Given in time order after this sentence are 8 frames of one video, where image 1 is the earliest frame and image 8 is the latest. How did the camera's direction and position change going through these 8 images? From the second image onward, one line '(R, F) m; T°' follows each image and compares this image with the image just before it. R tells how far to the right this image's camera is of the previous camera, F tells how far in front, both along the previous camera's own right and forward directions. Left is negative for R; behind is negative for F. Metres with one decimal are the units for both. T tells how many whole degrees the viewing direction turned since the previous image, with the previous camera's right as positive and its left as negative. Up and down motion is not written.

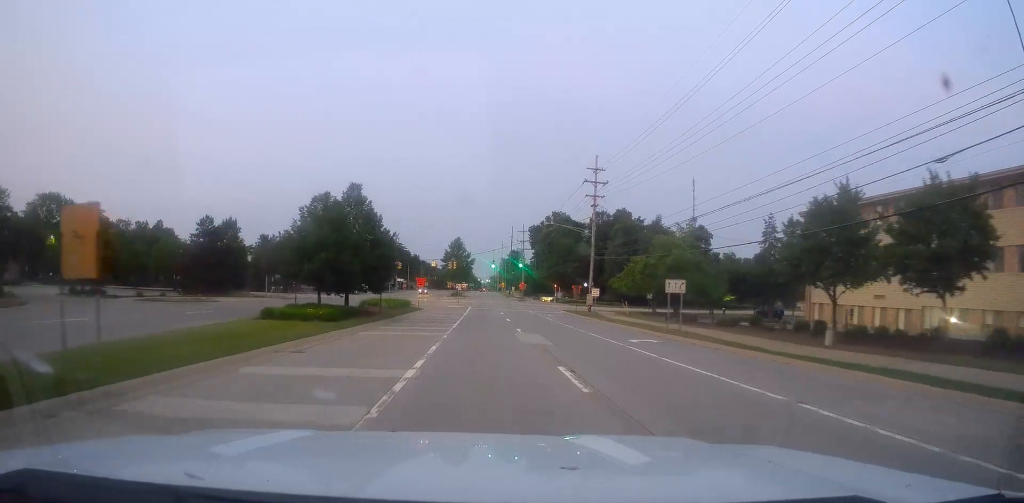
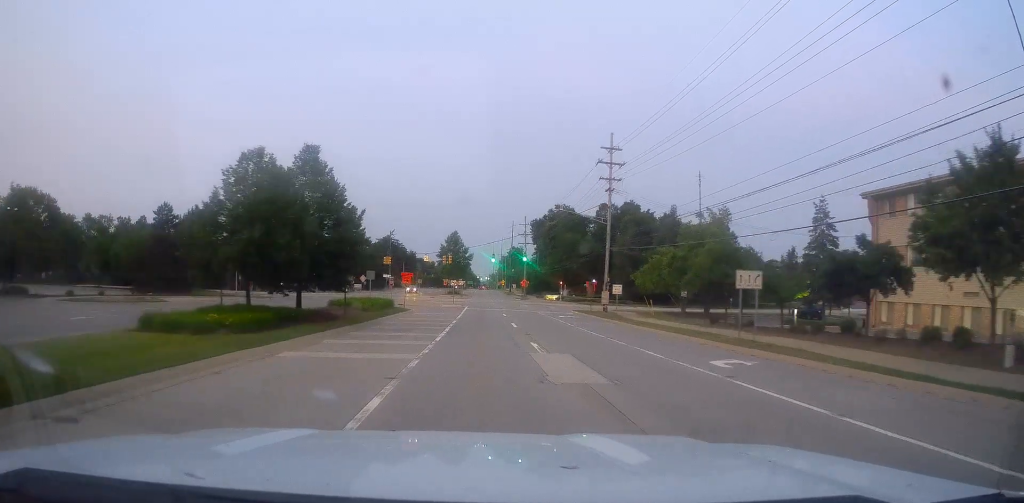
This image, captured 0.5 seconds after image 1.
(+0.2, +10.0) m; 0°
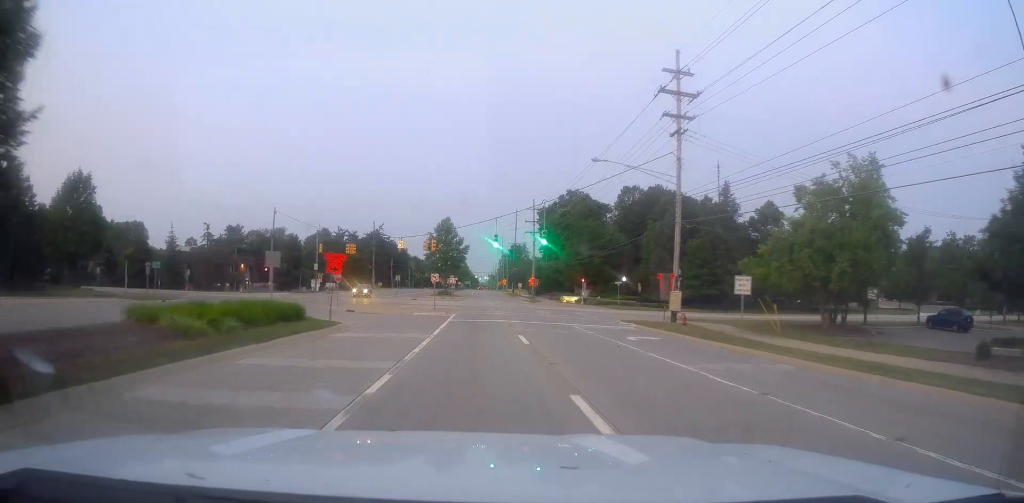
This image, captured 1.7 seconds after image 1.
(-0.2, +24.3) m; 0°
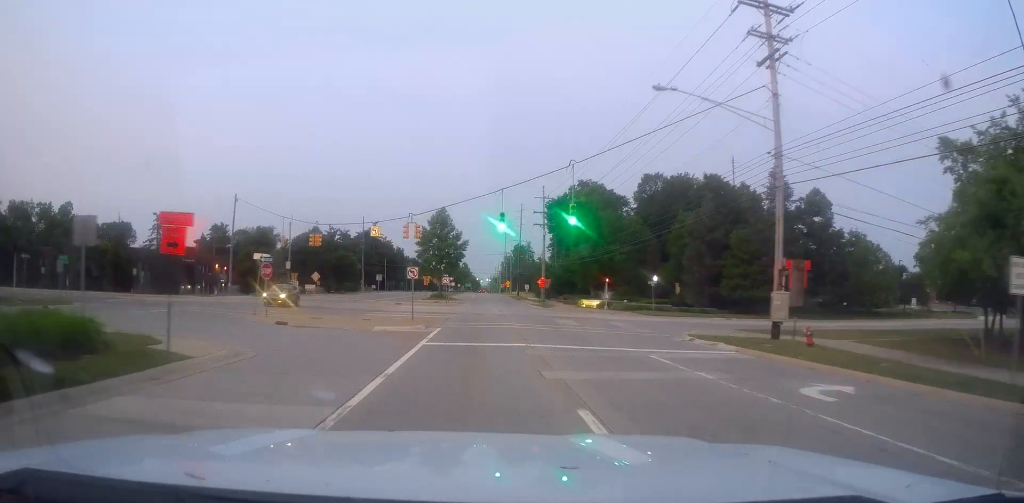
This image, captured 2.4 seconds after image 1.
(+0.3, +14.9) m; -1°
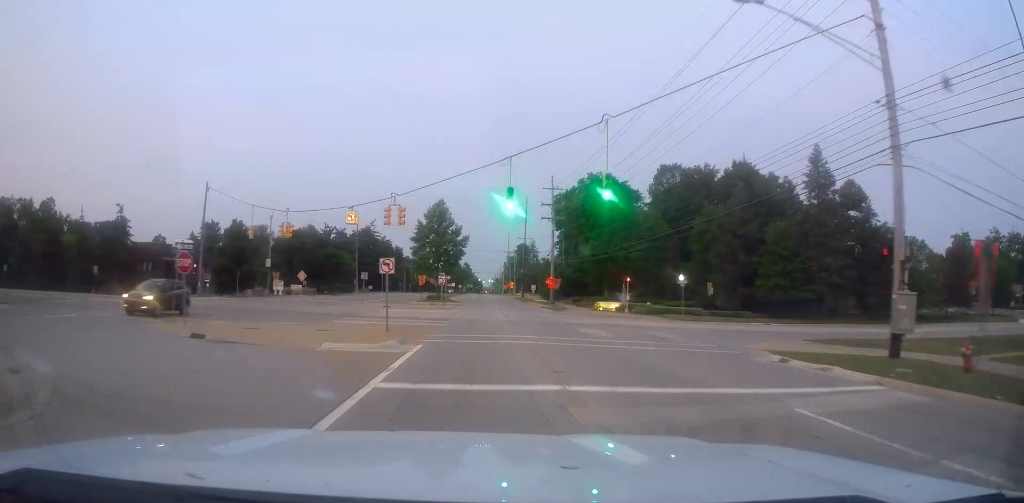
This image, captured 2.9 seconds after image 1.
(-0.3, +8.8) m; 0°
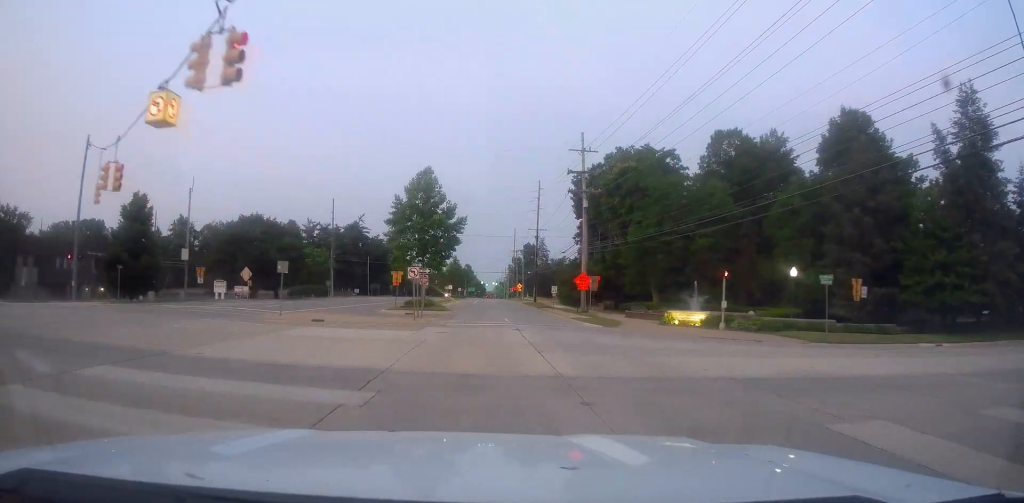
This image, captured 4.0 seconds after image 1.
(+0.1, +23.1) m; 0°
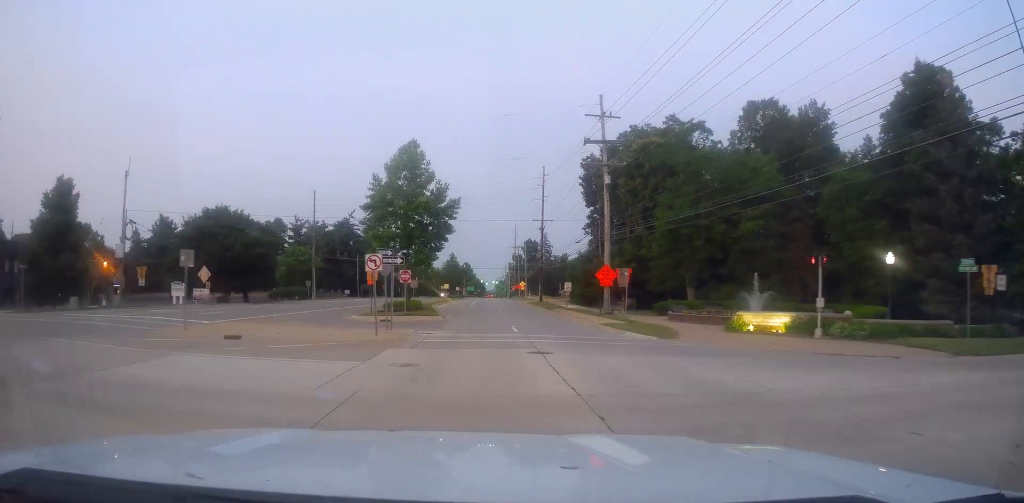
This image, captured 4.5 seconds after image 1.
(+0.2, +10.8) m; 0°
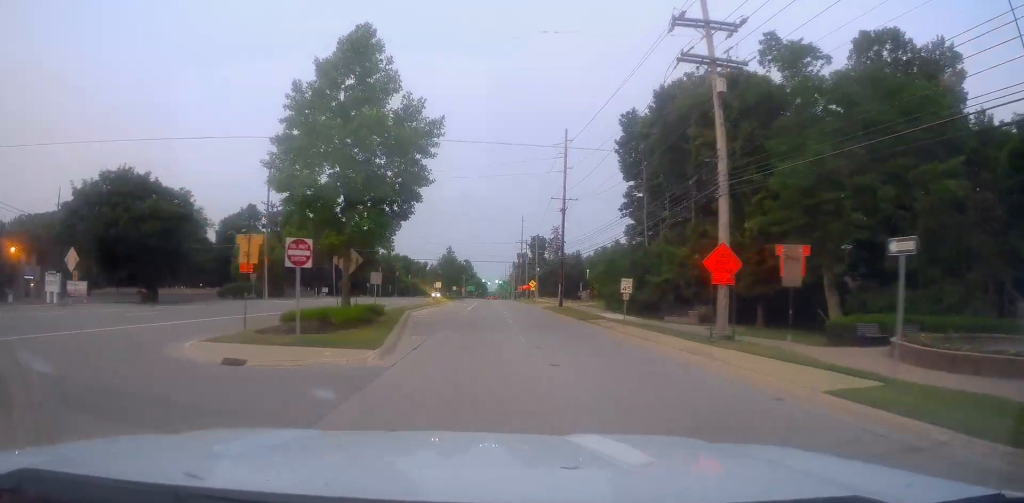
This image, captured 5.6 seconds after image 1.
(-0.5, +21.7) m; 0°
